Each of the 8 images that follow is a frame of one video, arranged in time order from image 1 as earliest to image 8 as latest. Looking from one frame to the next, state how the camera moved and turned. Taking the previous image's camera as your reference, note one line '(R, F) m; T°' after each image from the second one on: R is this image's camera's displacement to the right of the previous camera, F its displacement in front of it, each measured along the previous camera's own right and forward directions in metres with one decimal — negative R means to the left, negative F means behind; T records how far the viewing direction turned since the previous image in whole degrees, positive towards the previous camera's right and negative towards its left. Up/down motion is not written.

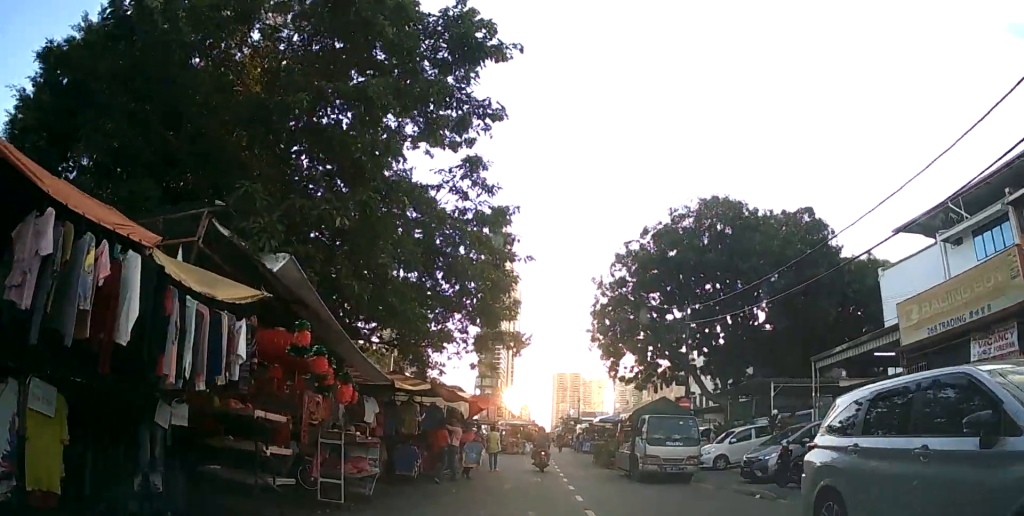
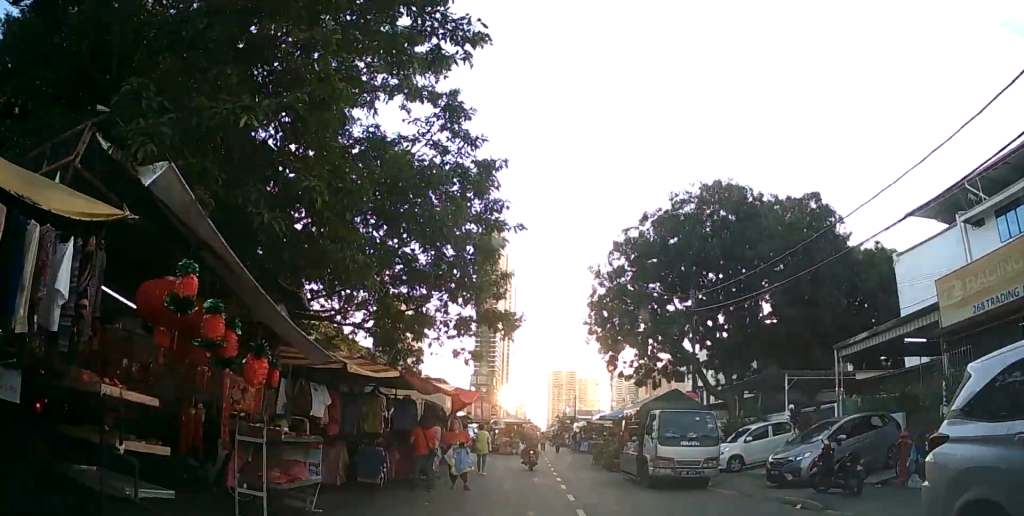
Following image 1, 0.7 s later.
(0.0, +2.2) m; +1°
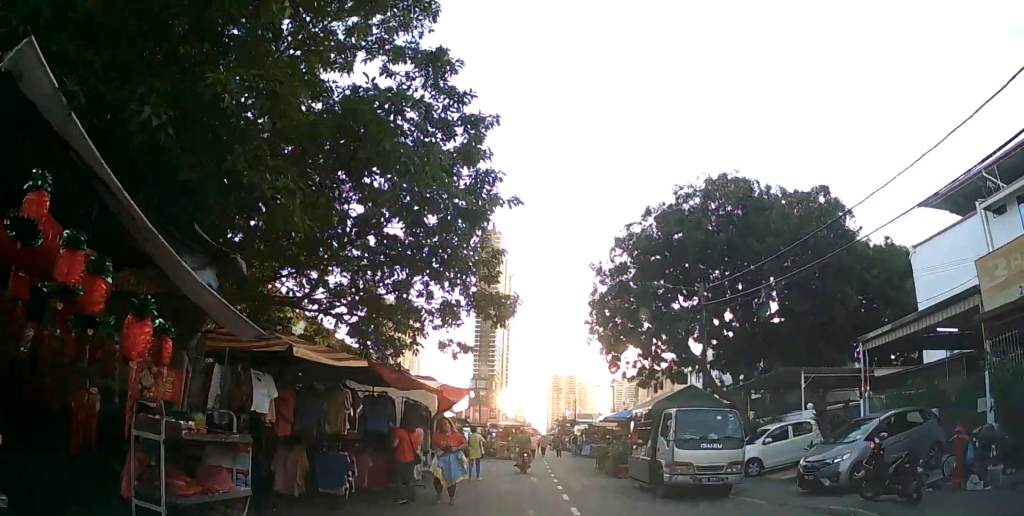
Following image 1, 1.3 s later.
(0.0, +2.1) m; 0°
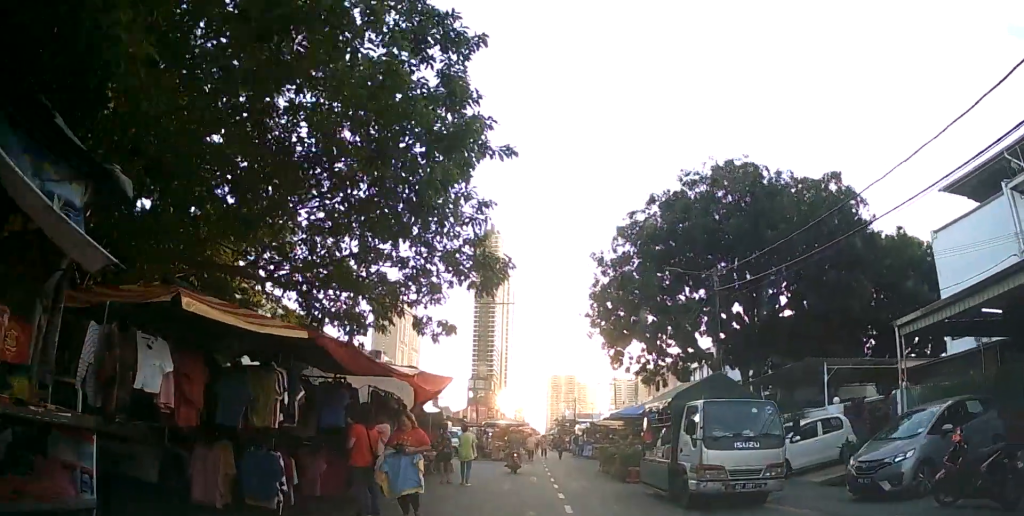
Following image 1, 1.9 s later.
(0.0, +2.3) m; 0°
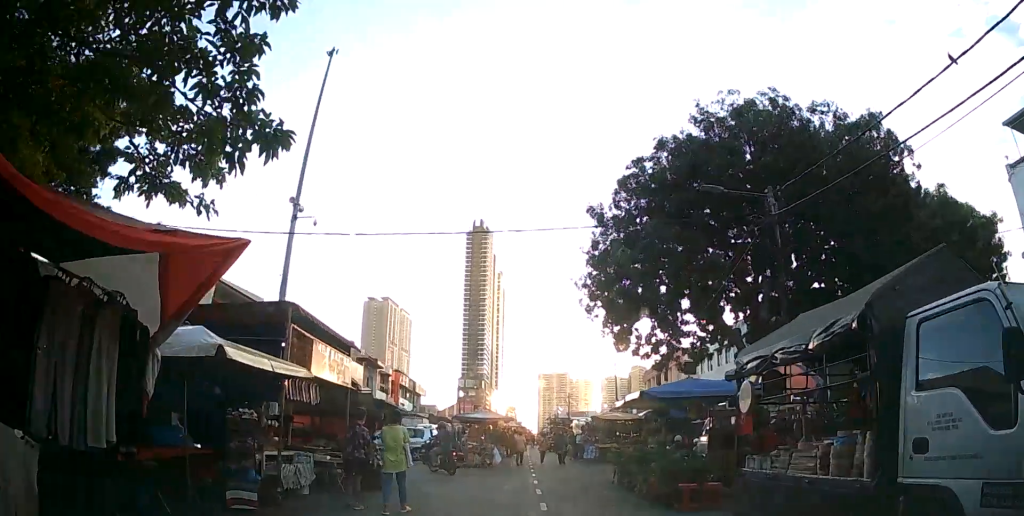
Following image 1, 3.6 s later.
(-0.1, +6.9) m; -1°
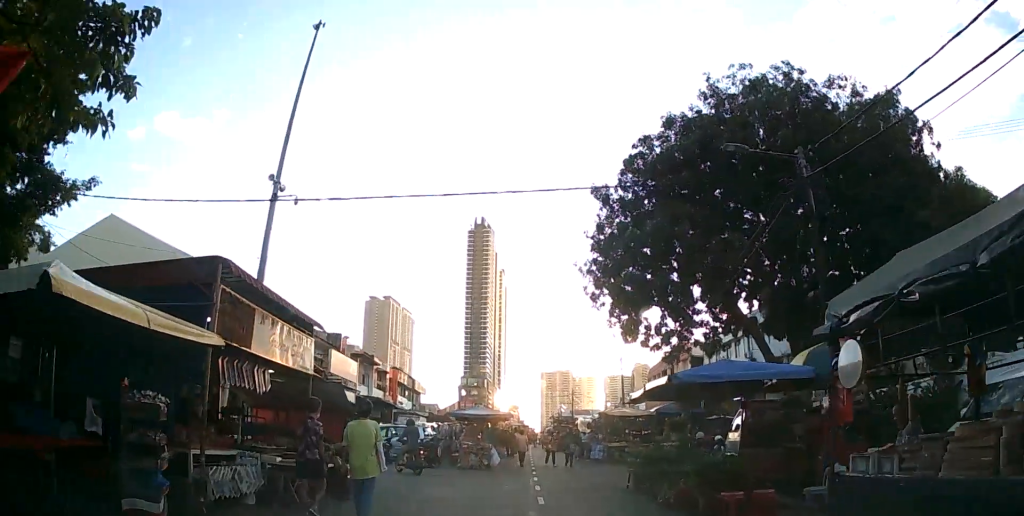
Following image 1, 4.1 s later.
(0.0, +2.0) m; -1°
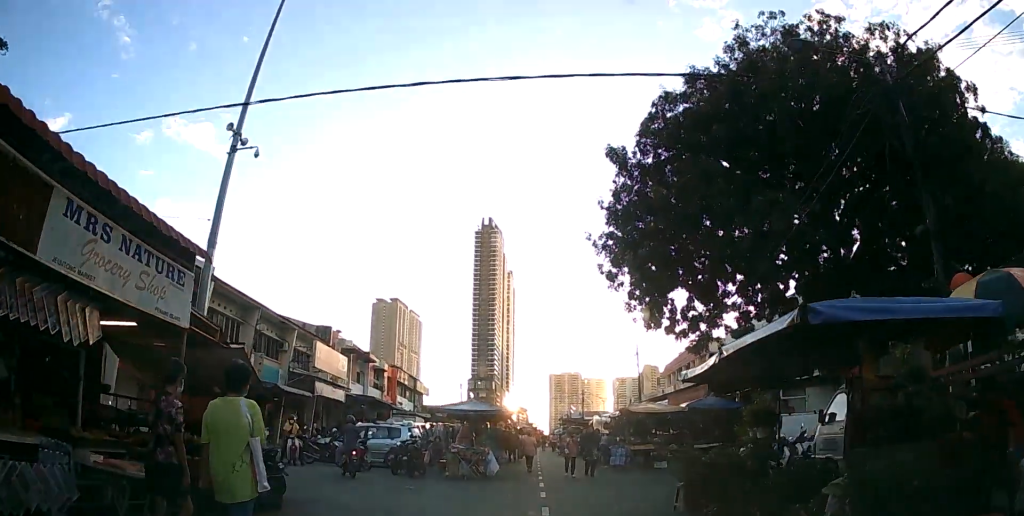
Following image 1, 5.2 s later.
(-0.1, +3.8) m; -2°
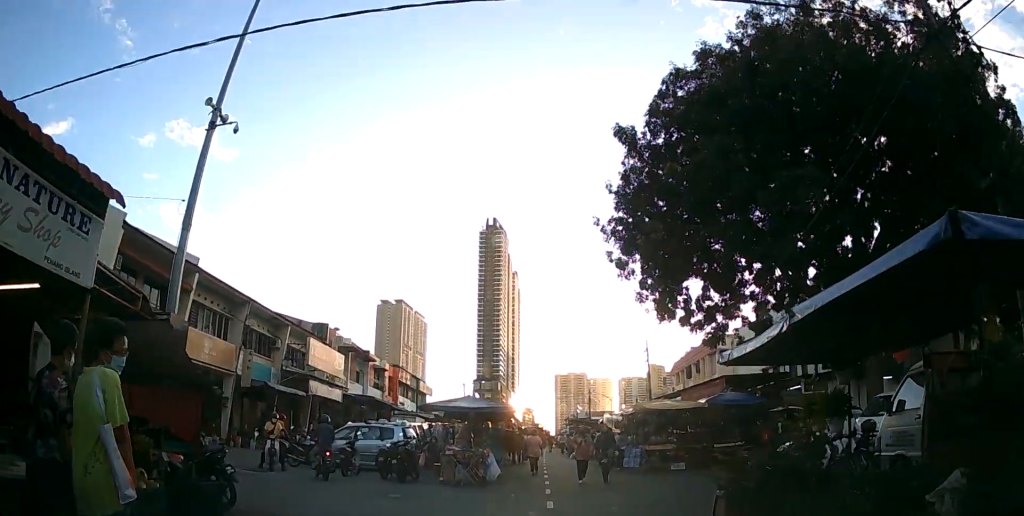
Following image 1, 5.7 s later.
(0.0, +1.6) m; 0°
